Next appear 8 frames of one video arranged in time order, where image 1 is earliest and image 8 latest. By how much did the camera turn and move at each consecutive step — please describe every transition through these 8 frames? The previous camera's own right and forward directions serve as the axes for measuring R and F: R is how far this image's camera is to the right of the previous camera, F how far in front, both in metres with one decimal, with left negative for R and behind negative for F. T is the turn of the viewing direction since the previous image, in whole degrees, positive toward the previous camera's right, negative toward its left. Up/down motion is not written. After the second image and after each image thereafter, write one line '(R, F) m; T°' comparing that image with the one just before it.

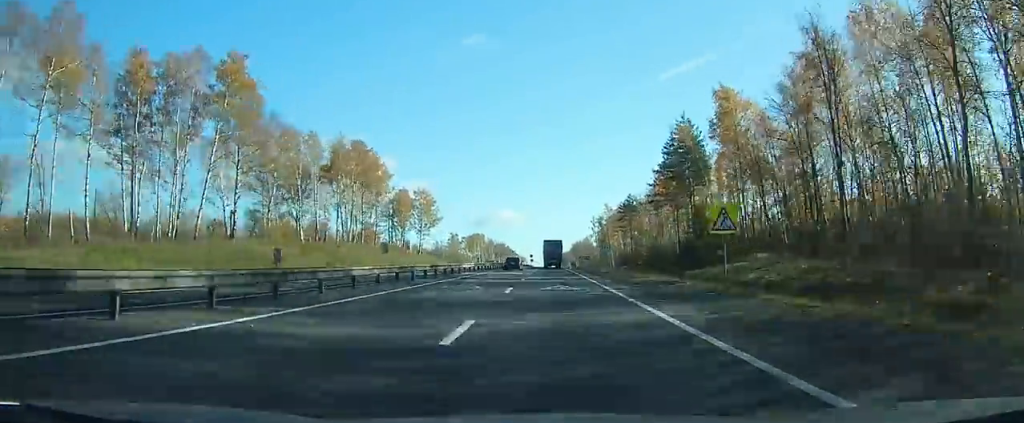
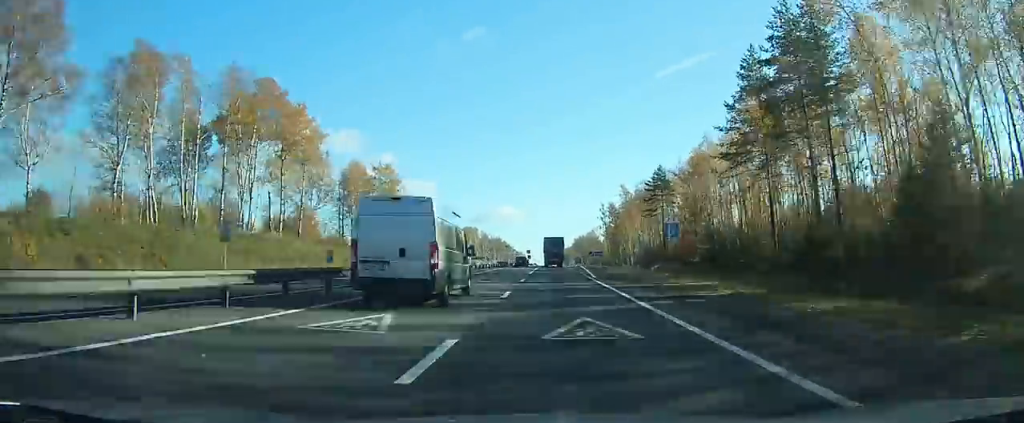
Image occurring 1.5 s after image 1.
(+0.1, +36.5) m; 0°
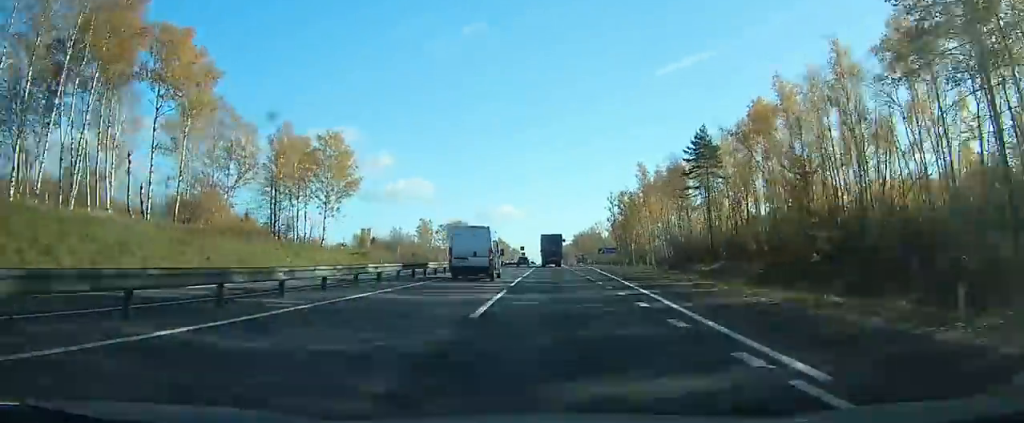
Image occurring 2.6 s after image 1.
(0.0, +28.4) m; 0°
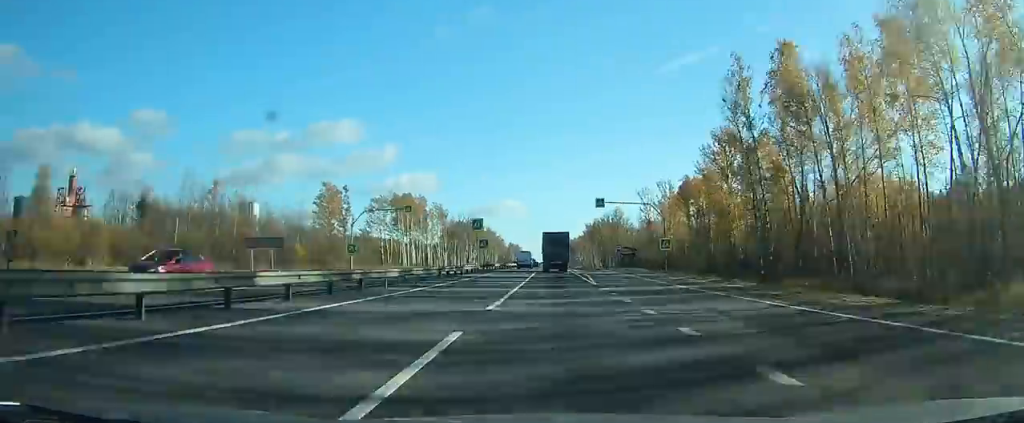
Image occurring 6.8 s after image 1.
(-0.2, +114.2) m; 0°
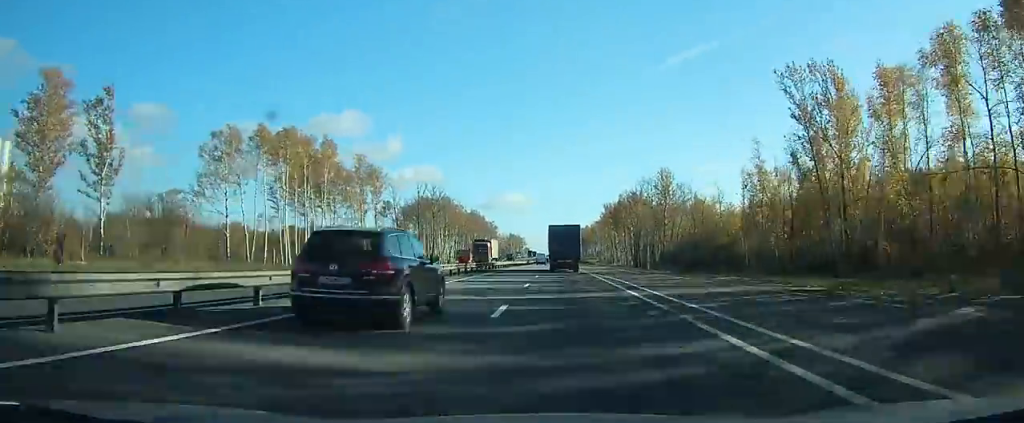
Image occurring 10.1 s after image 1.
(+0.1, +86.7) m; 0°
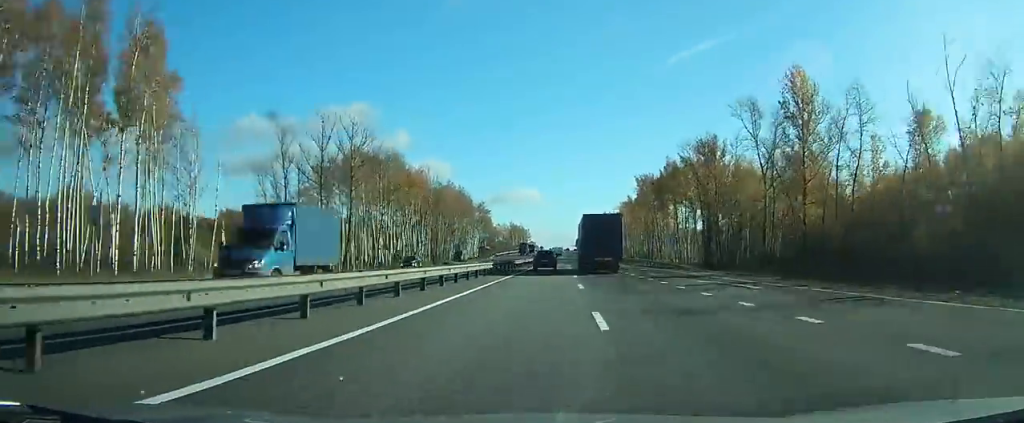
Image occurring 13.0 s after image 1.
(-0.8, +73.6) m; -1°
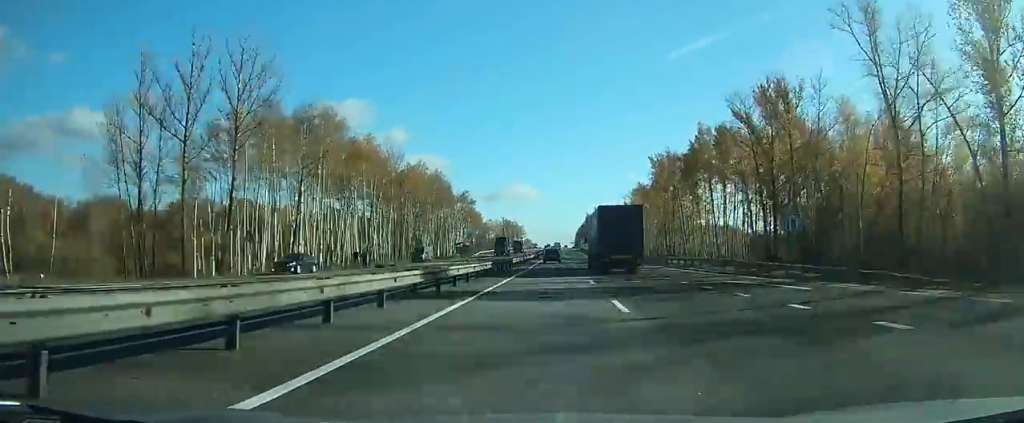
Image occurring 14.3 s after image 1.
(-0.1, +34.9) m; 0°
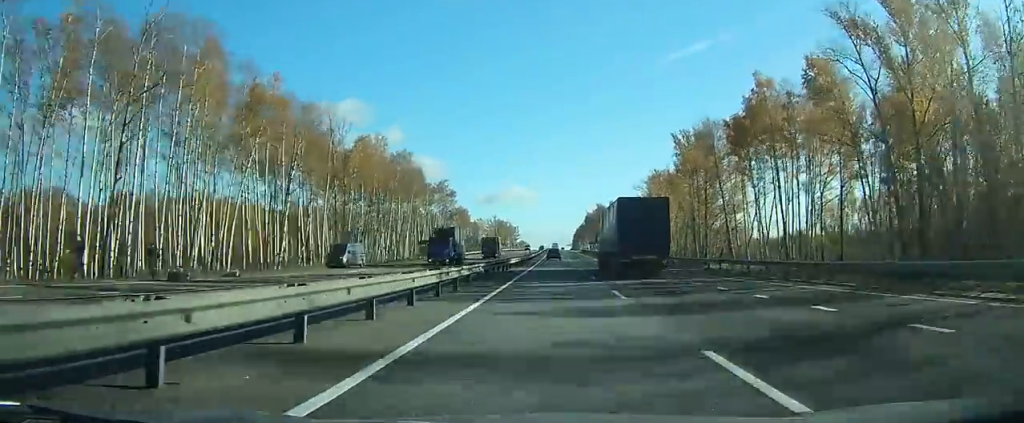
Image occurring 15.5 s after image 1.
(+0.1, +33.3) m; 0°
